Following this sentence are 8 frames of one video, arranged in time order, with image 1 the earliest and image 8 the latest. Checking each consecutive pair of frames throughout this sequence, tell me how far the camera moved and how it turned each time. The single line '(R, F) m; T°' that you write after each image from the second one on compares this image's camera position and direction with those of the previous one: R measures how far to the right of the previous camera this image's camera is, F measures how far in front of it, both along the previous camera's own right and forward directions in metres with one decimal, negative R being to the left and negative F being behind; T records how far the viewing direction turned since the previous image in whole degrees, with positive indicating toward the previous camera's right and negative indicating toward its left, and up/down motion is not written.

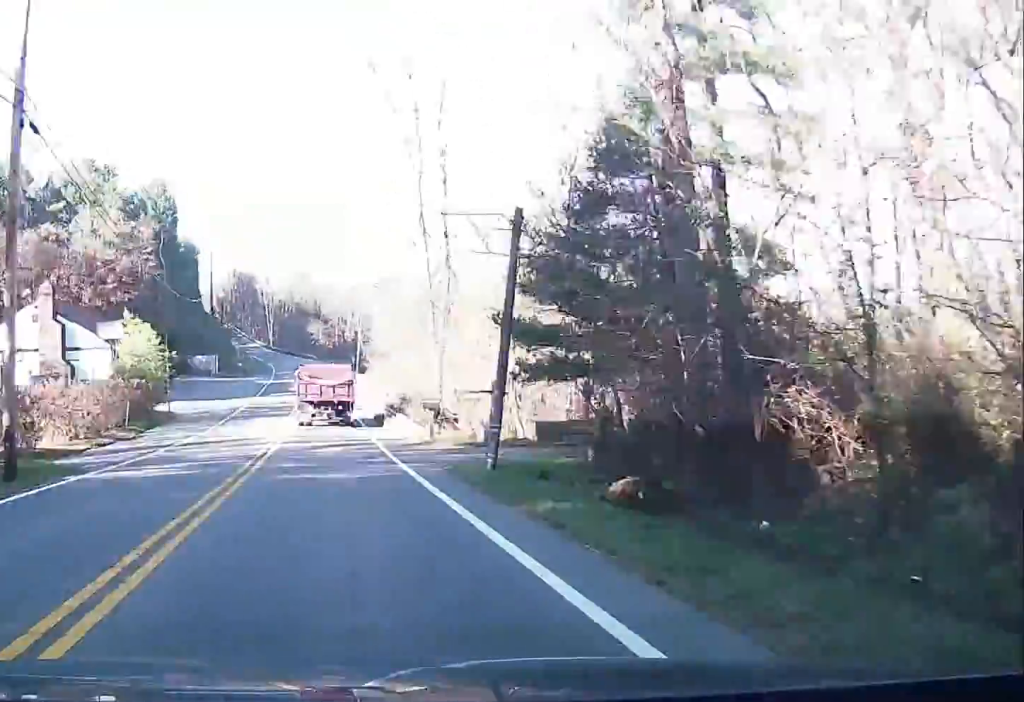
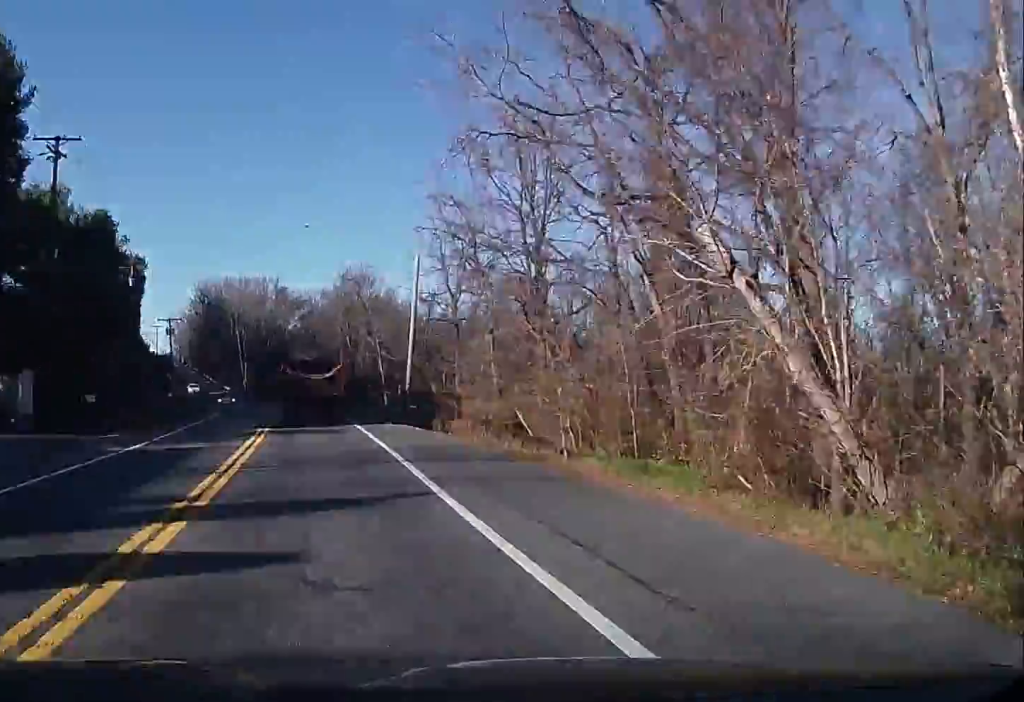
(+0.7, +57.1) m; -3°
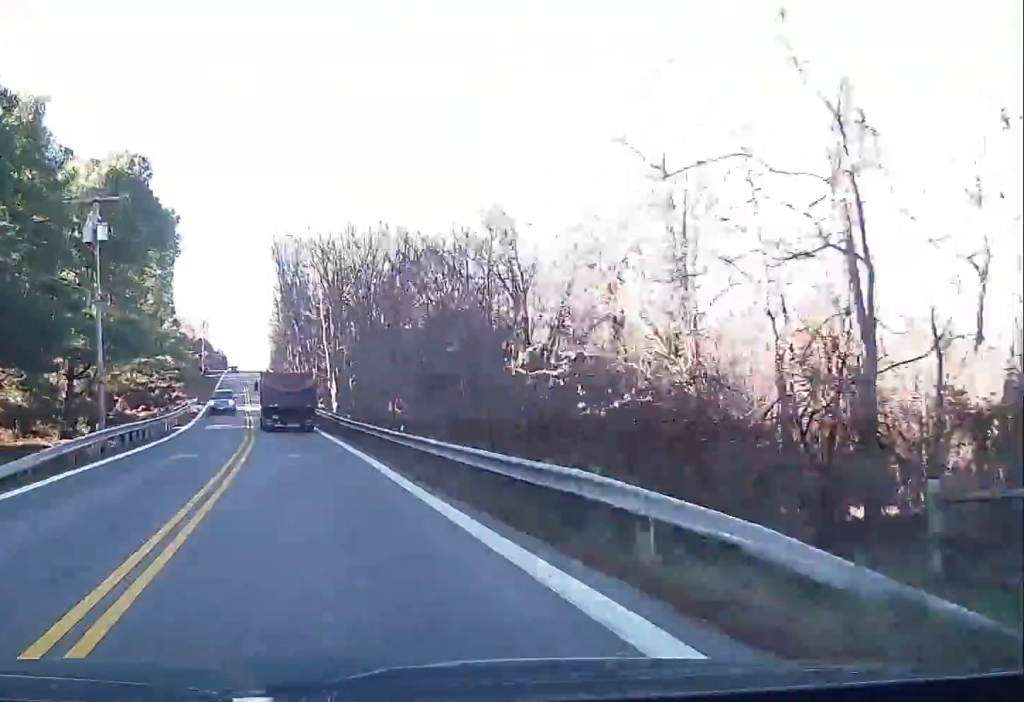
(-4.0, +70.9) m; -7°
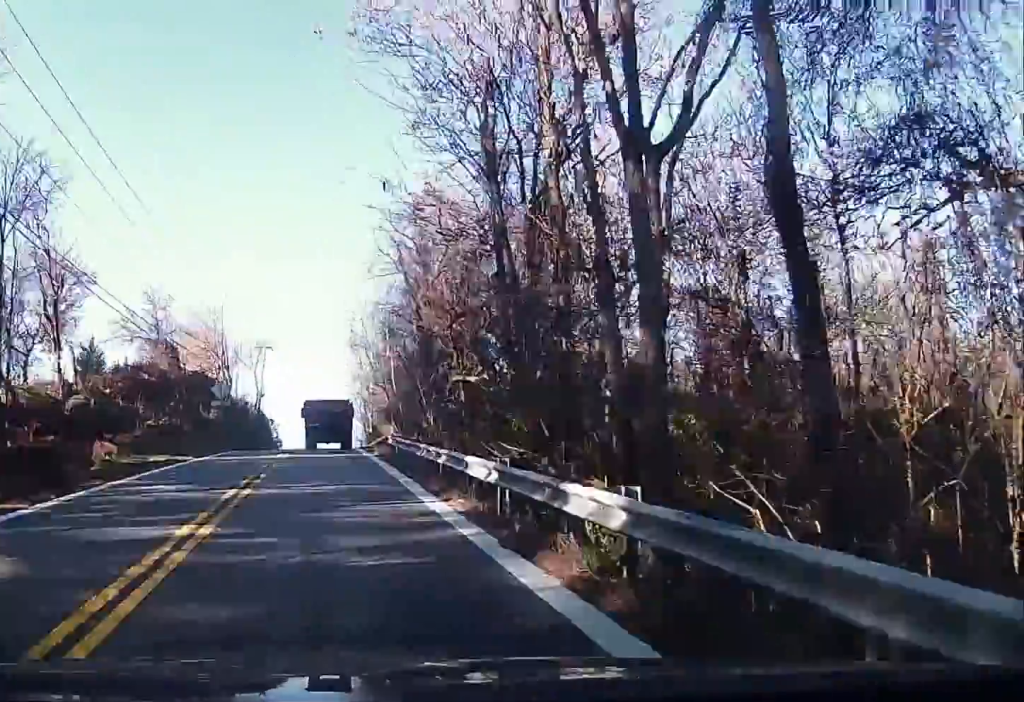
(-6.8, +122.2) m; -2°
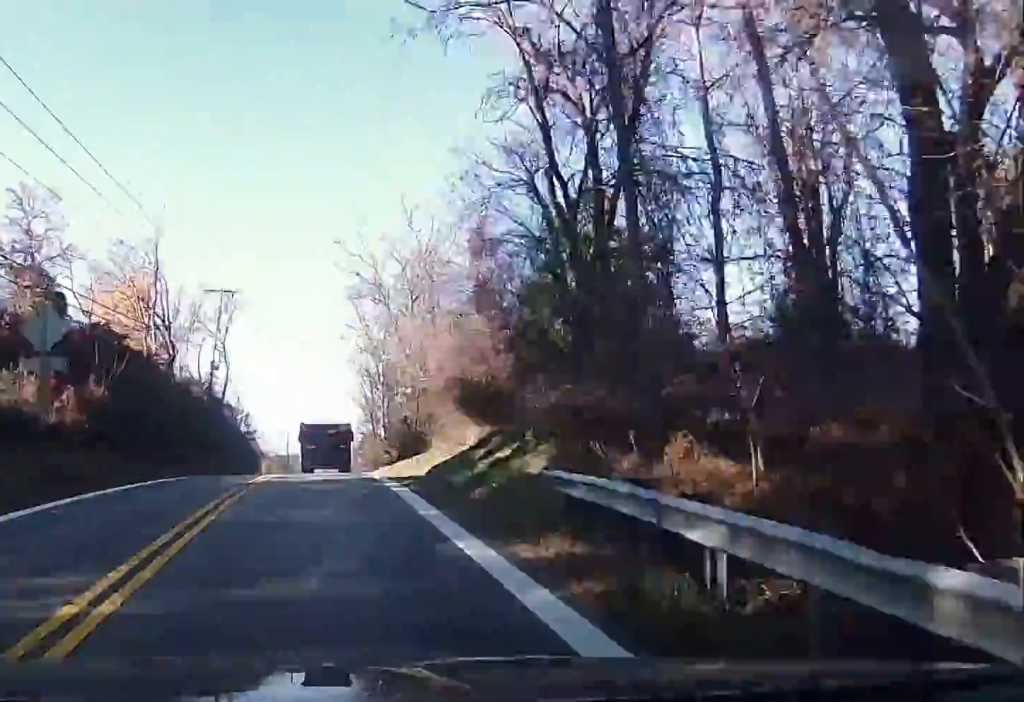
(+0.1, +34.4) m; +1°
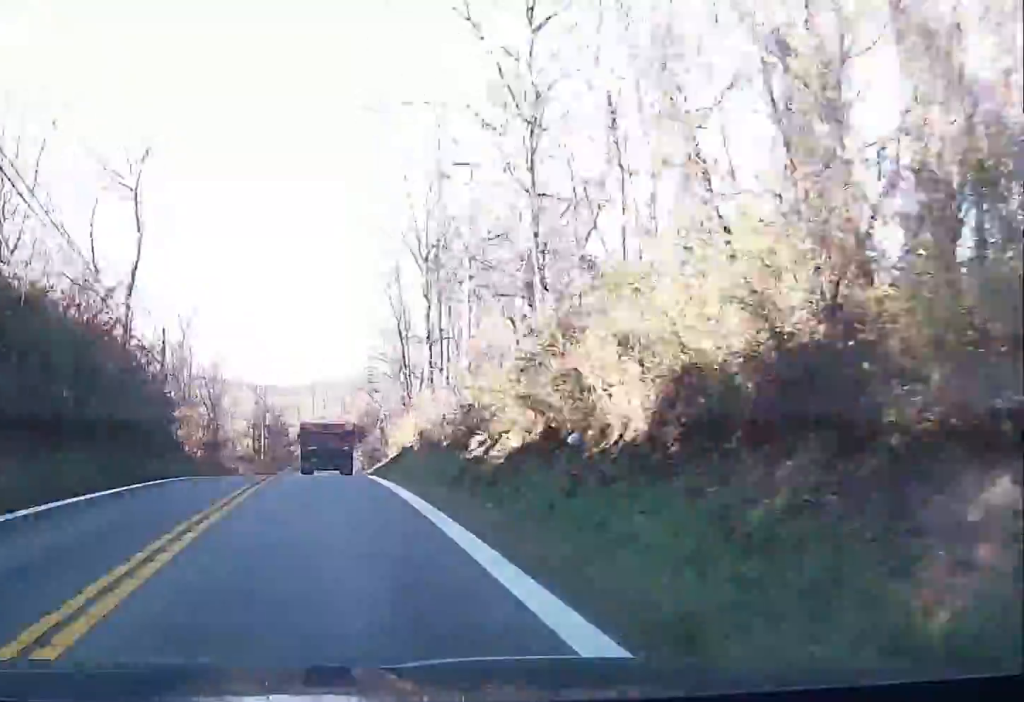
(+0.5, +44.5) m; +1°
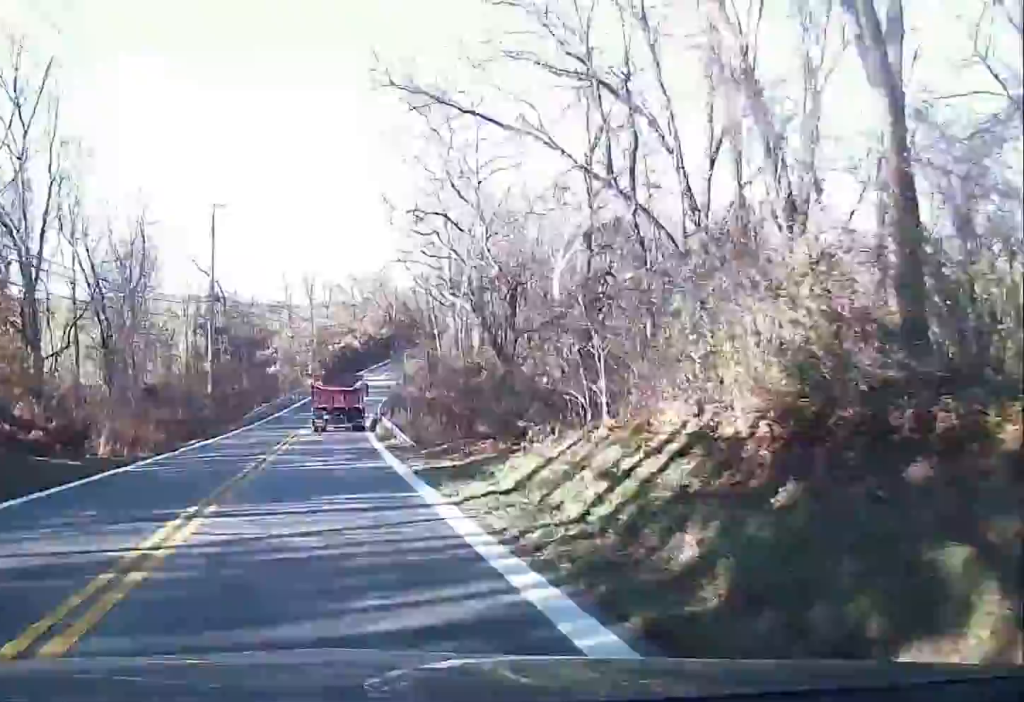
(+0.5, +49.5) m; +2°
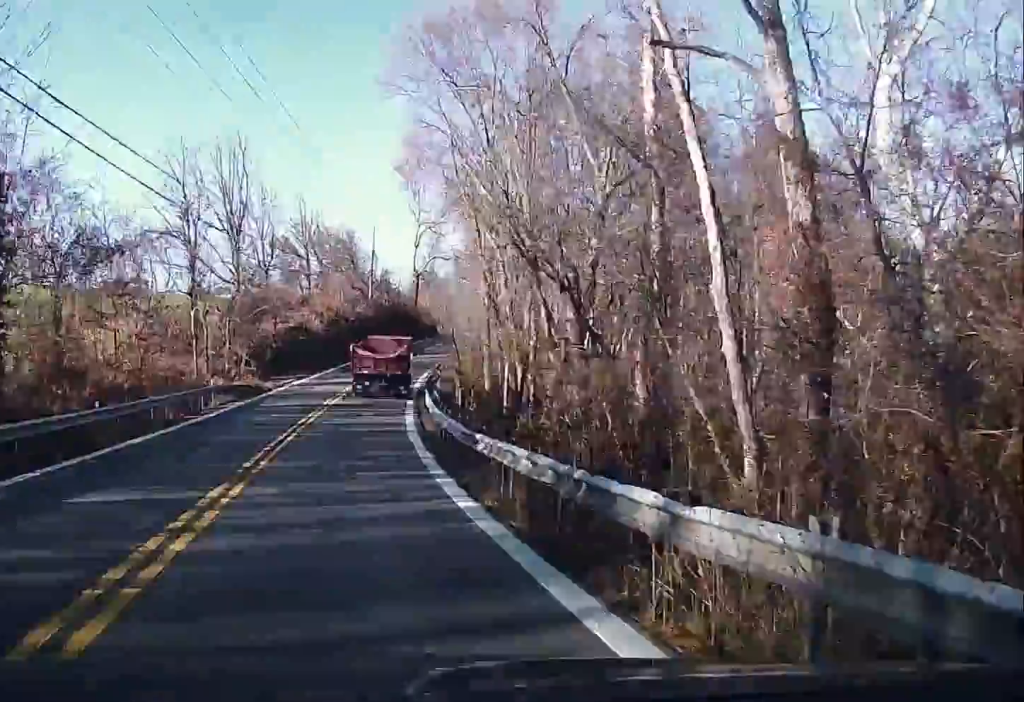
(-0.3, +49.5) m; +3°
